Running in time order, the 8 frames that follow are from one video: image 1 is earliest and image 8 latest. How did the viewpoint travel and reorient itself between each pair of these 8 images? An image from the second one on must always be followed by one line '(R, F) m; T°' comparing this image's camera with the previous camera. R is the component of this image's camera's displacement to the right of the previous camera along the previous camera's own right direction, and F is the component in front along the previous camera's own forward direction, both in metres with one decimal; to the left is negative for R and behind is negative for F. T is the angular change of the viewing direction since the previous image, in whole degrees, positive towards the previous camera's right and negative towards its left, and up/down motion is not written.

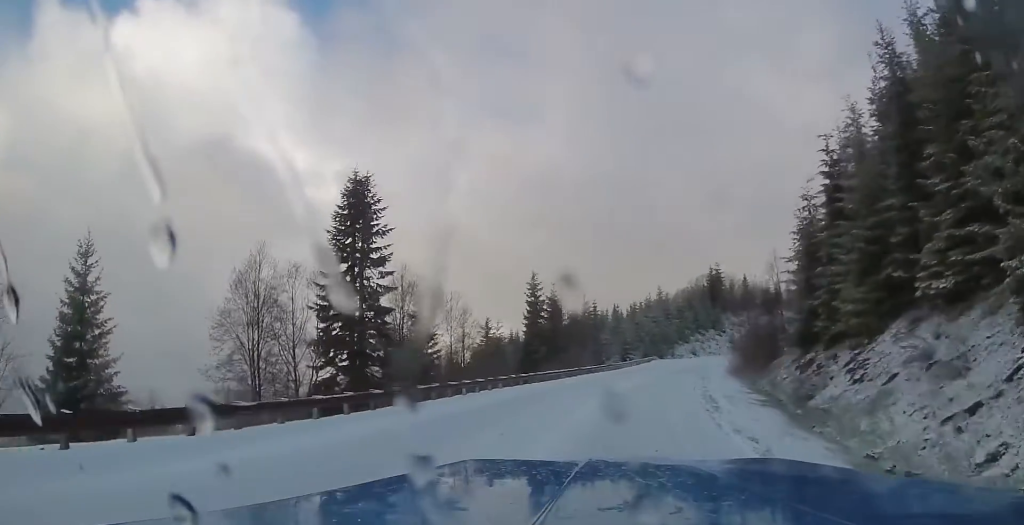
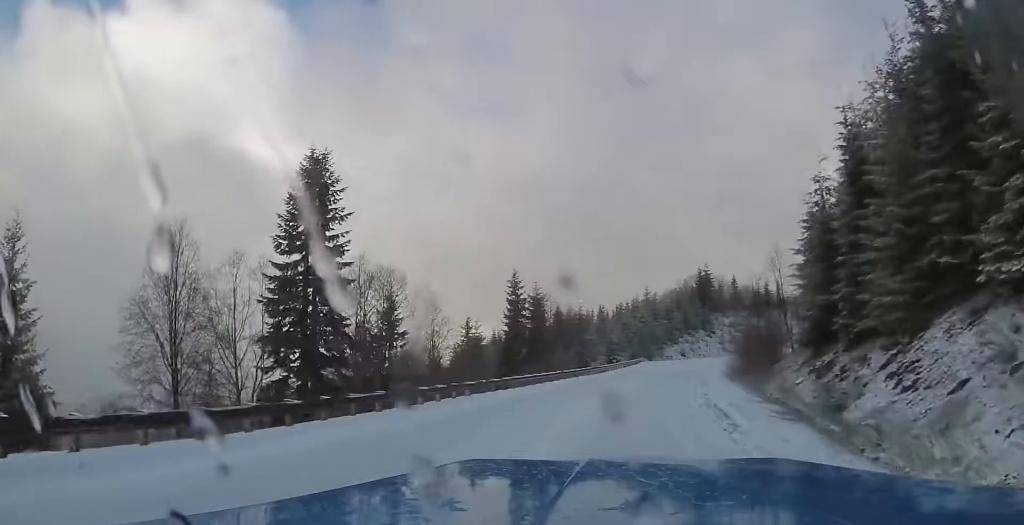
(0.0, +5.3) m; +1°
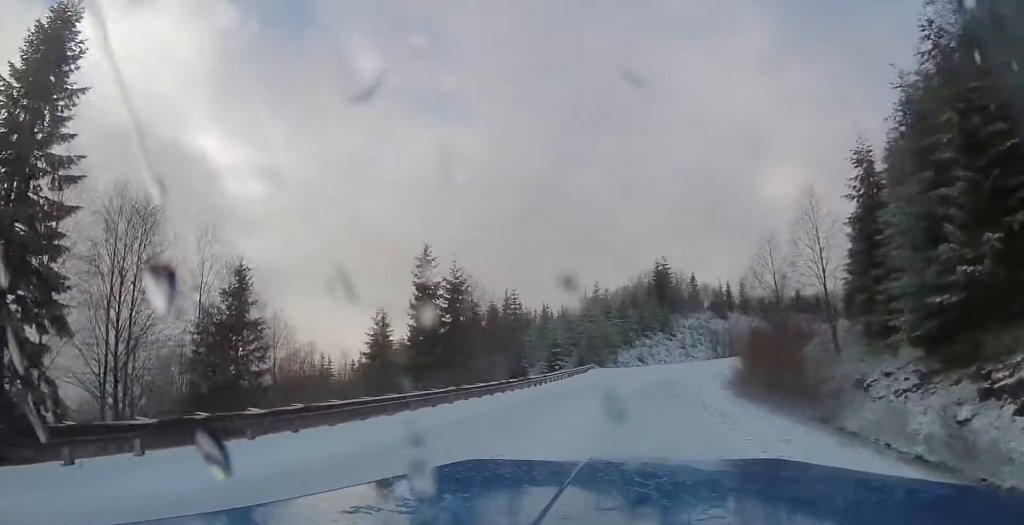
(+0.6, +20.4) m; +2°
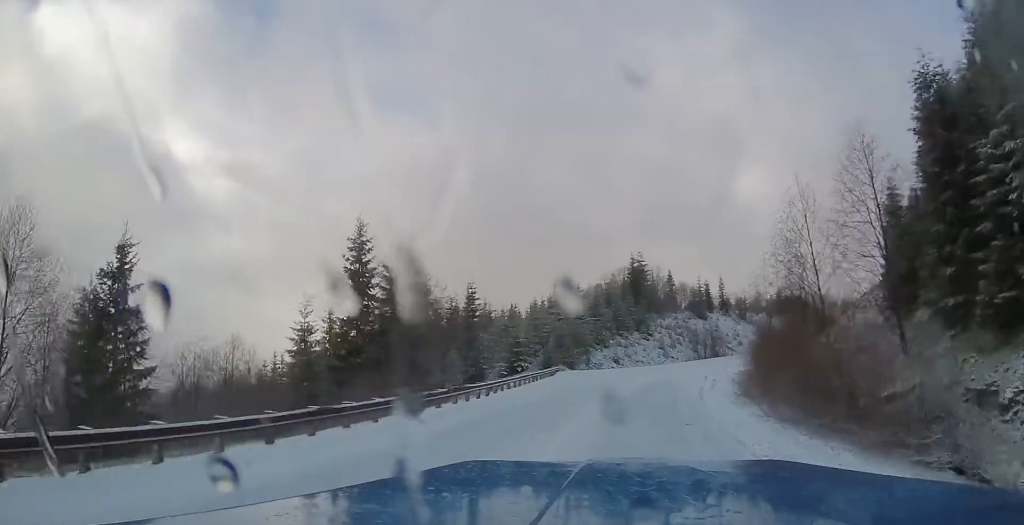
(+0.1, +11.0) m; +2°
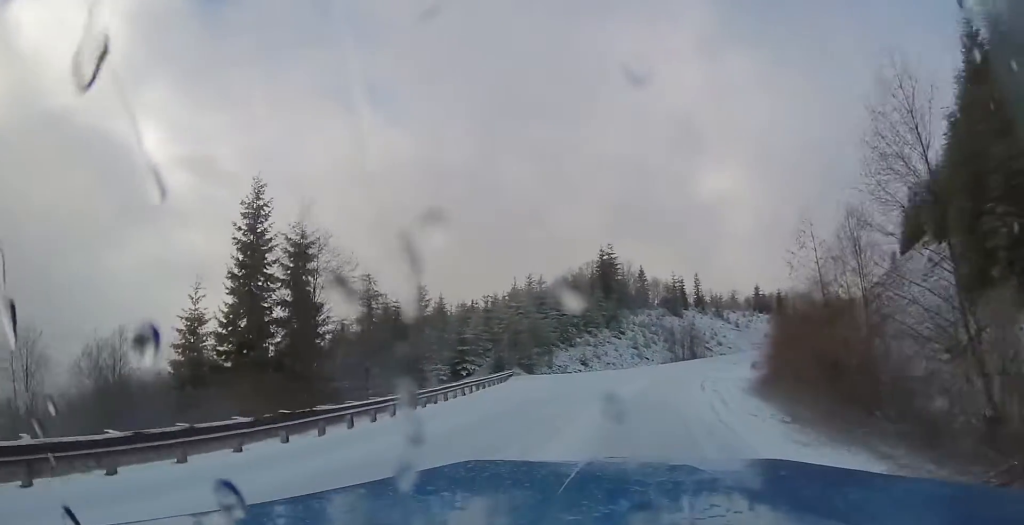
(+0.4, +12.6) m; +4°
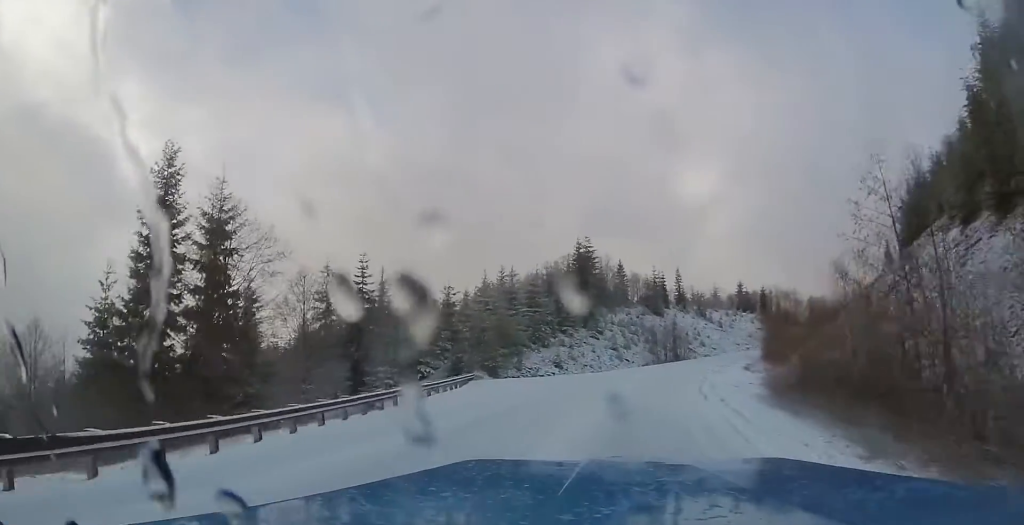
(+0.2, +7.6) m; +3°
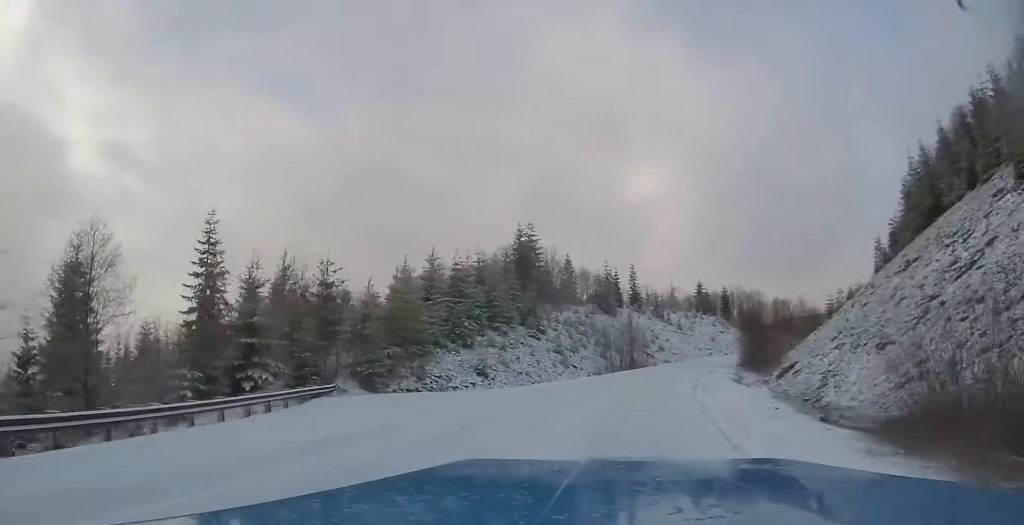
(+1.1, +16.8) m; +8°
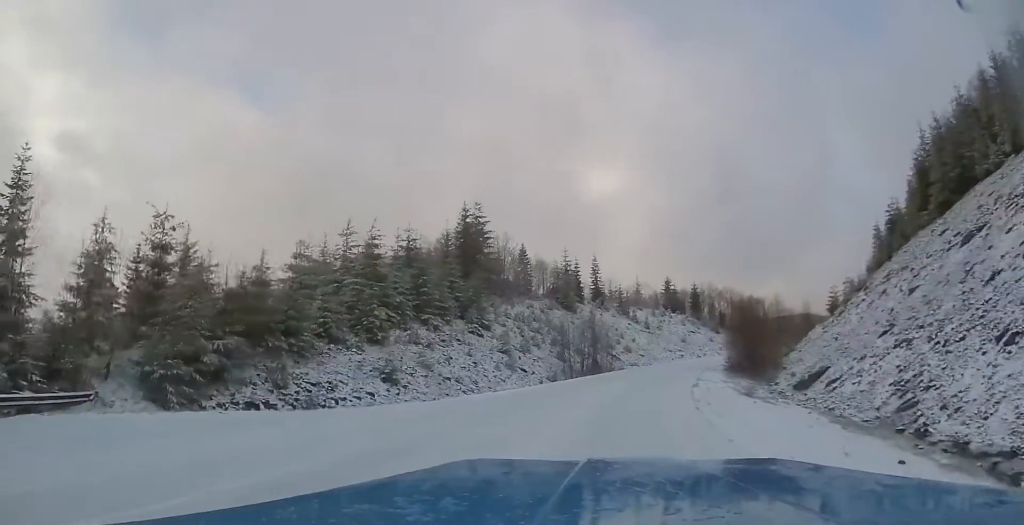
(+0.8, +13.9) m; +4°
